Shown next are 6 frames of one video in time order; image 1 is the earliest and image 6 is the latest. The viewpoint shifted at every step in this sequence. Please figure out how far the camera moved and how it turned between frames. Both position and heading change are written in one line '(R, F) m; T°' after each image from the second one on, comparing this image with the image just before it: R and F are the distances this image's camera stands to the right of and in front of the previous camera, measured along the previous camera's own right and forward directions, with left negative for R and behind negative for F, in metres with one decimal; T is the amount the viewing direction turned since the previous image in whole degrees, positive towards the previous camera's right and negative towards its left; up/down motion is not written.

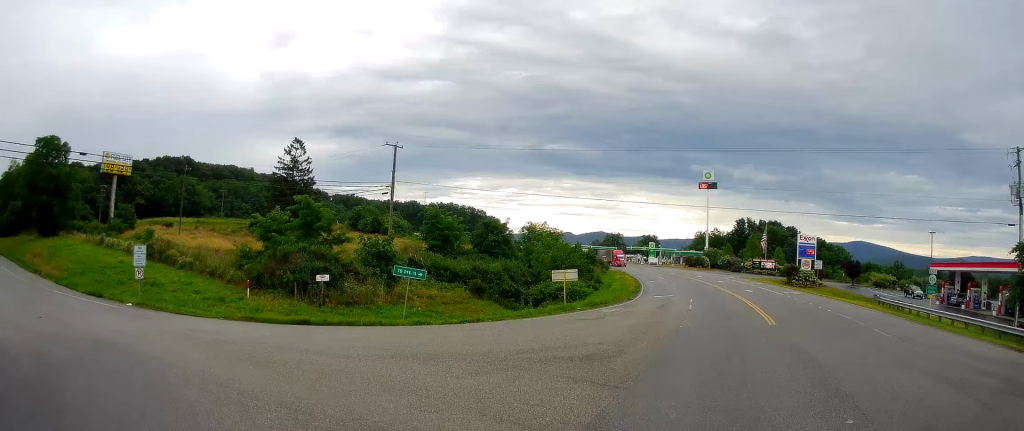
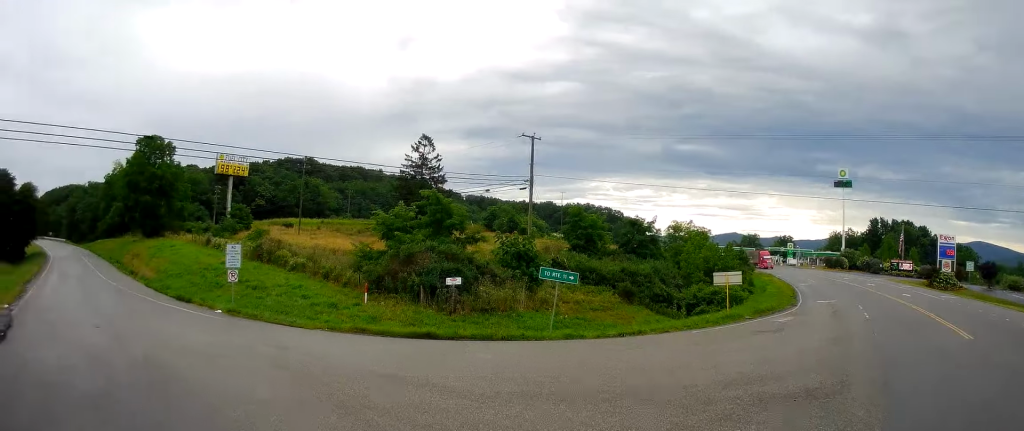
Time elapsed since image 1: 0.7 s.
(-0.7, +5.0) m; -10°
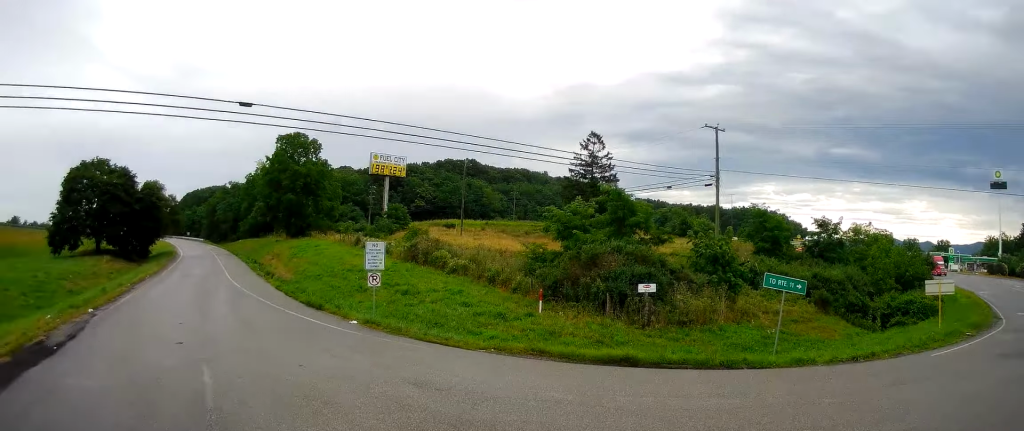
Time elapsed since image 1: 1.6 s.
(-0.5, +5.5) m; -13°
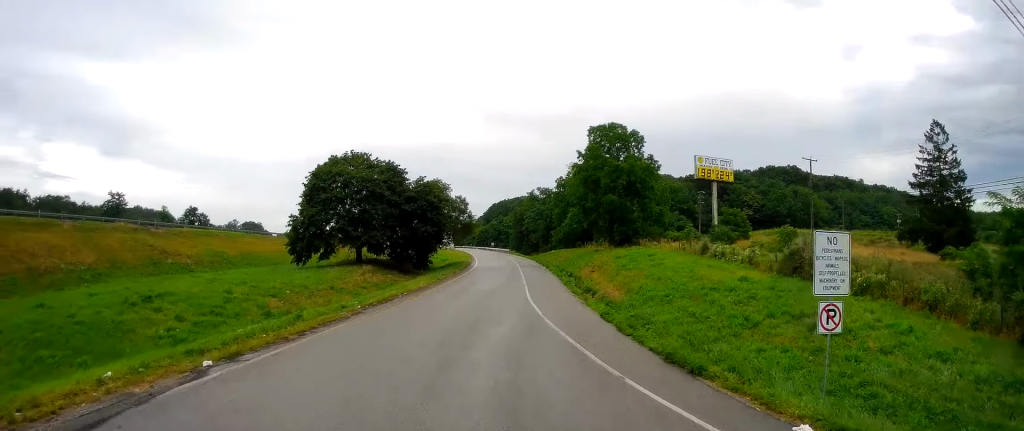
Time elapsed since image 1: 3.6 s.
(-4.6, +11.8) m; -37°
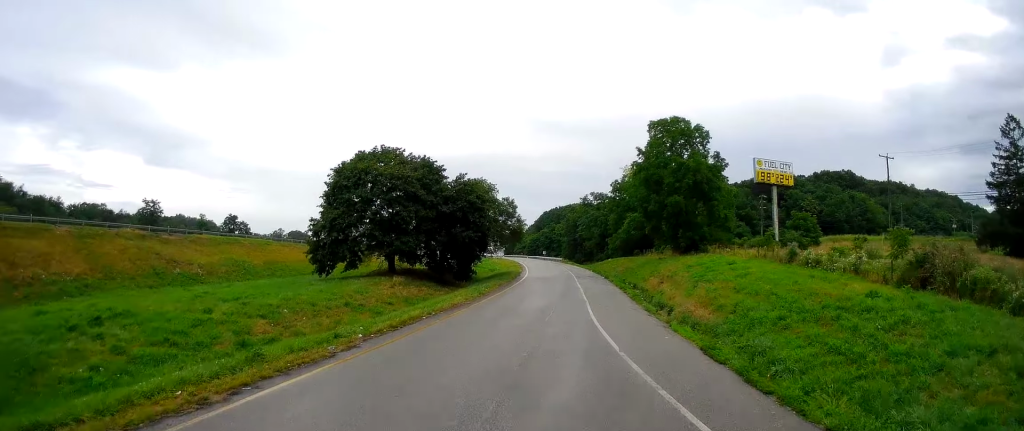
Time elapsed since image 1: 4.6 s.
(-0.5, +7.2) m; -7°
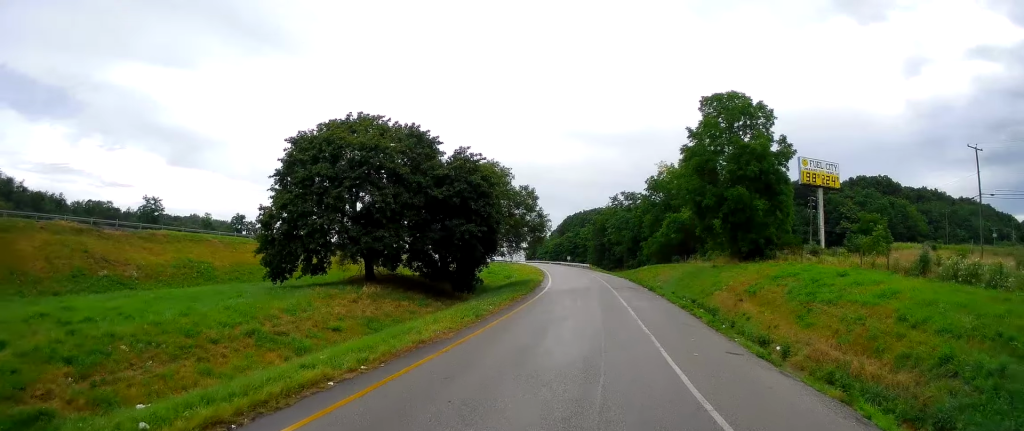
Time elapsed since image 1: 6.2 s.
(-1.0, +13.1) m; -6°
